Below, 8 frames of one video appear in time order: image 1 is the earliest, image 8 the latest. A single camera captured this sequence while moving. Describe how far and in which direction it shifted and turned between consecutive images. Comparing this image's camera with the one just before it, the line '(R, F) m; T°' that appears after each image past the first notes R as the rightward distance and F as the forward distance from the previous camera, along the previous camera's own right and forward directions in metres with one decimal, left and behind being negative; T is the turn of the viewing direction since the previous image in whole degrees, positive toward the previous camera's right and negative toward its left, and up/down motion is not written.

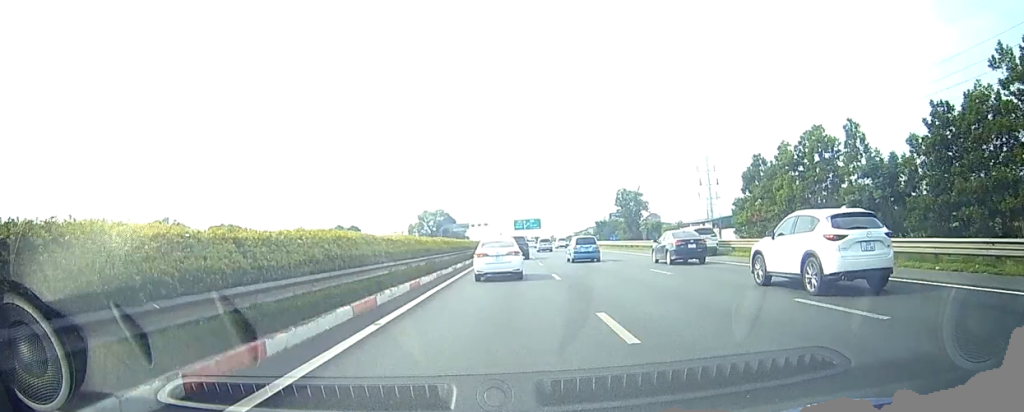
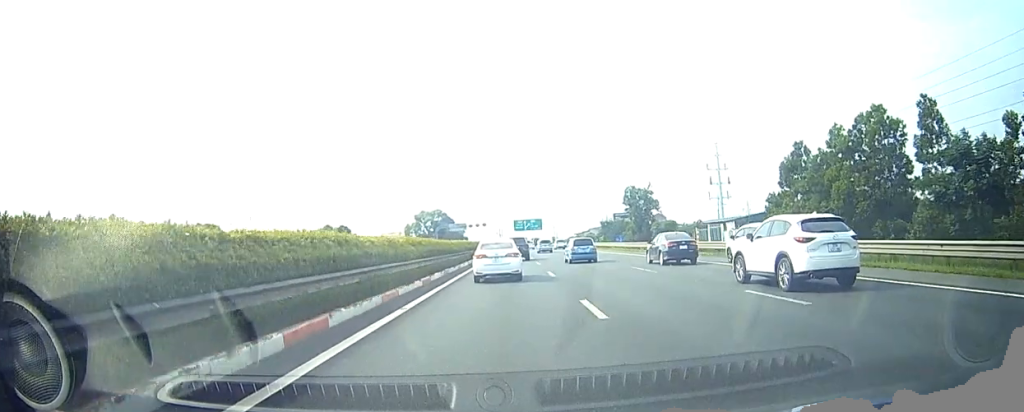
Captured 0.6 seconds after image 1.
(+0.2, +8.8) m; +1°
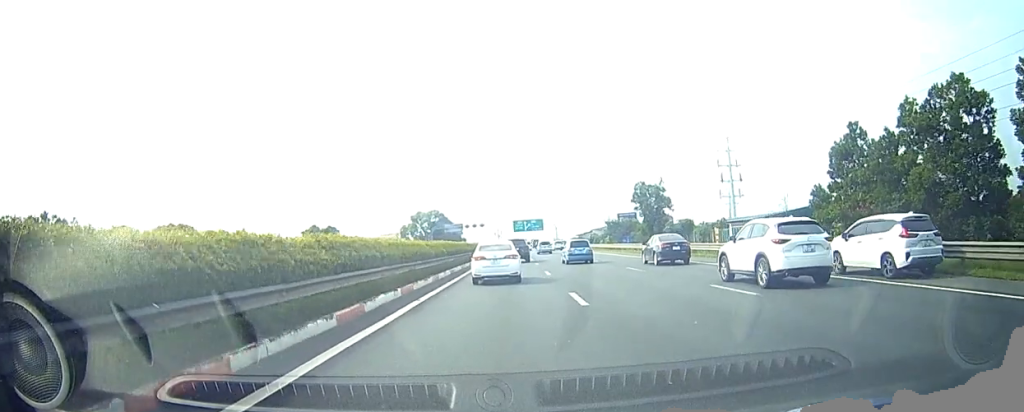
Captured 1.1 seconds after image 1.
(0.0, +8.9) m; -1°
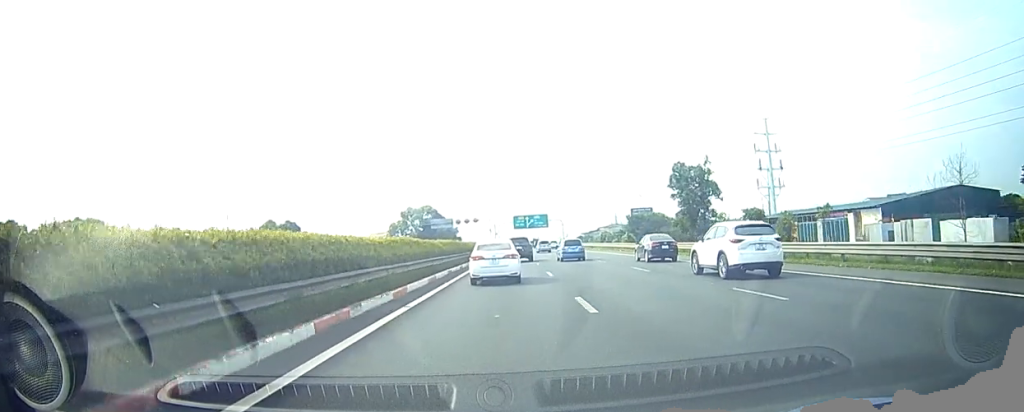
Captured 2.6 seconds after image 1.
(-0.3, +25.0) m; +2°
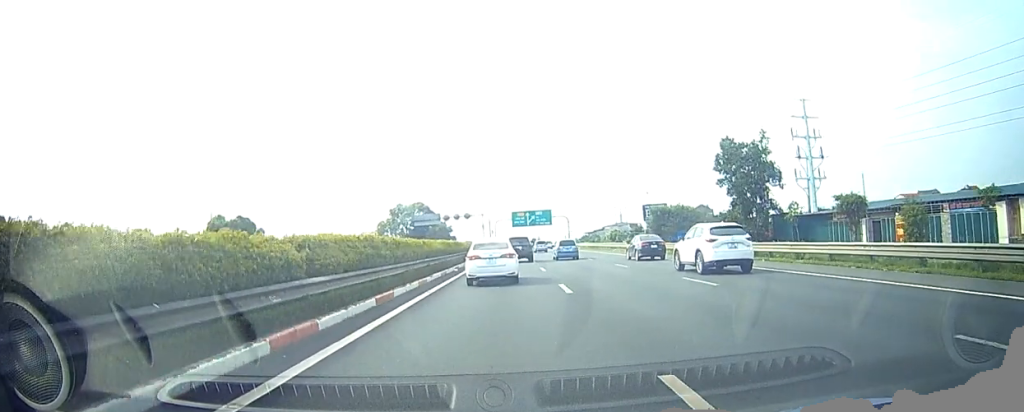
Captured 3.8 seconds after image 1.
(+0.9, +20.2) m; 0°
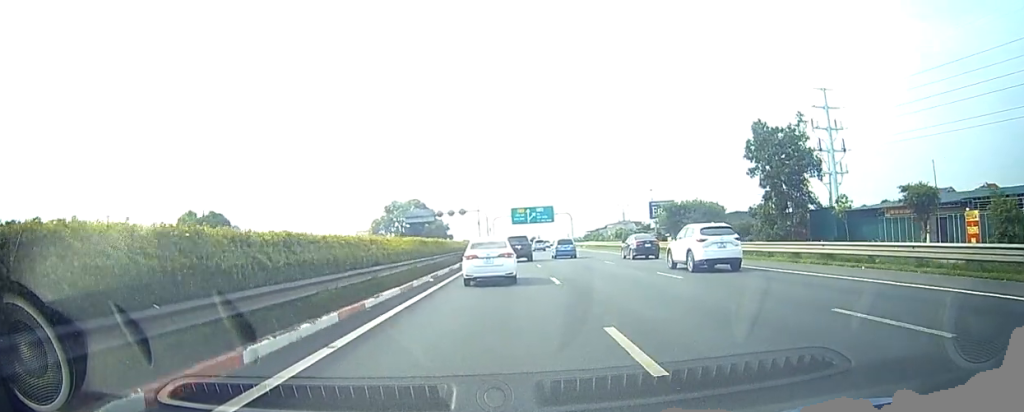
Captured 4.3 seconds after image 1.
(-0.4, +9.2) m; -2°
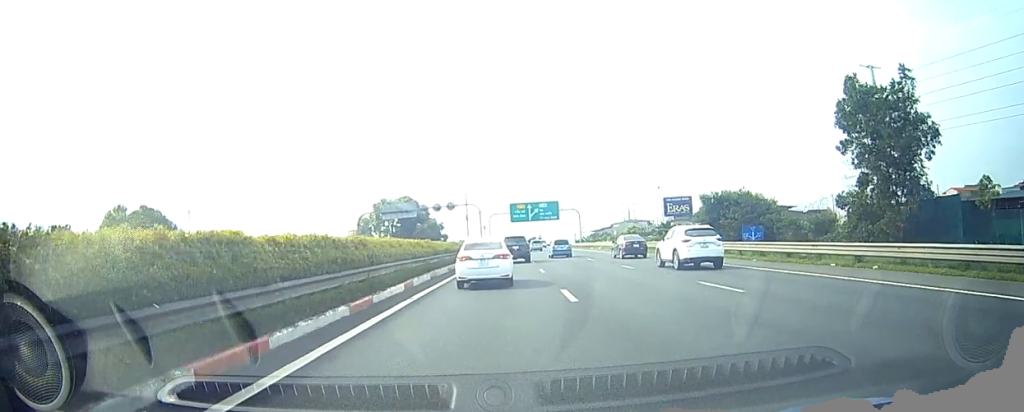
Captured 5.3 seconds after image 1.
(-0.2, +17.9) m; -1°
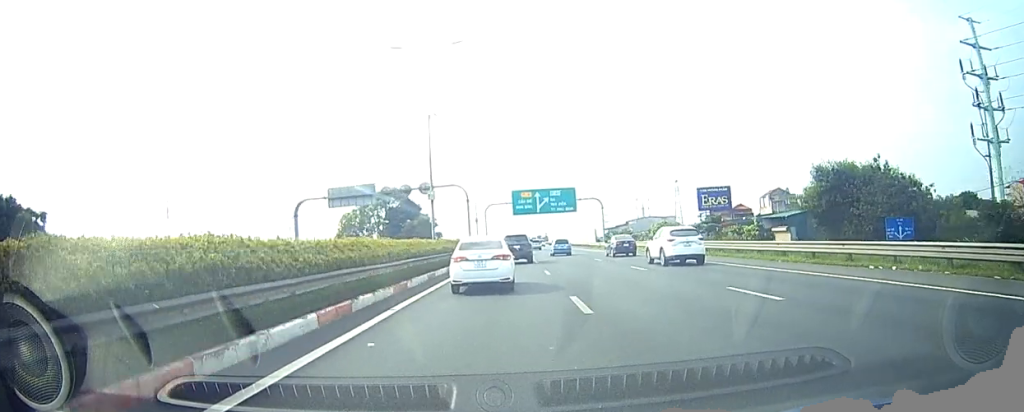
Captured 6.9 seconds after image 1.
(0.0, +27.9) m; 0°
